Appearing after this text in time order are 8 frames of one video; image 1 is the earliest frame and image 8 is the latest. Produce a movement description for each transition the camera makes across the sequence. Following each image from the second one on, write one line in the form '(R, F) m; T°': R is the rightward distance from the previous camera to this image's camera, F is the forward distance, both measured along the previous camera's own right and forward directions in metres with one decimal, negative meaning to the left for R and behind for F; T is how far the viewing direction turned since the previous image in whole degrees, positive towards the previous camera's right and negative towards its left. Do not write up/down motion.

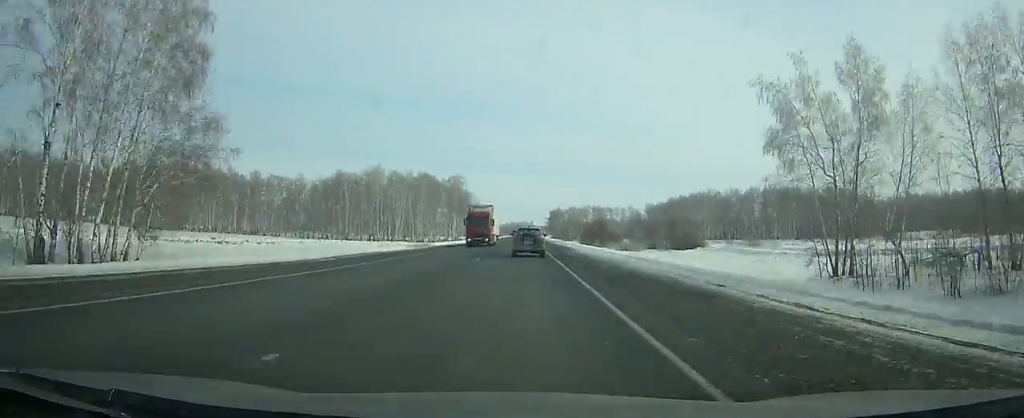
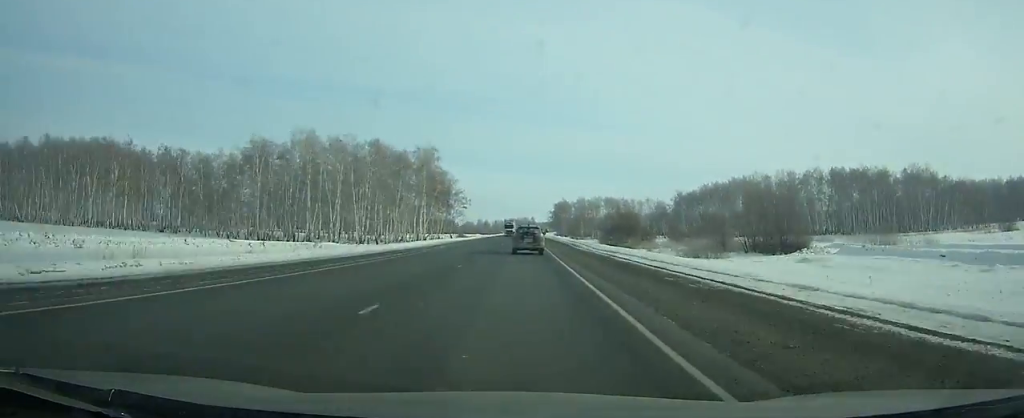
(-0.2, +55.2) m; 0°
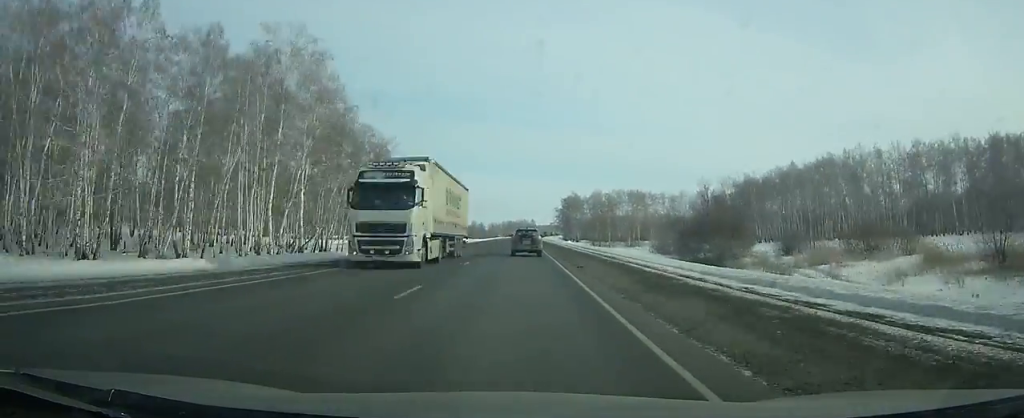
(0.0, +69.6) m; 0°
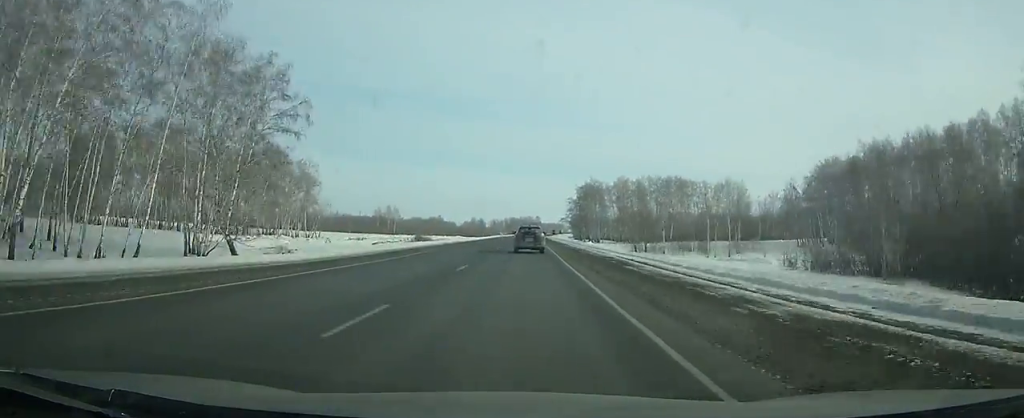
(0.0, +52.1) m; 0°
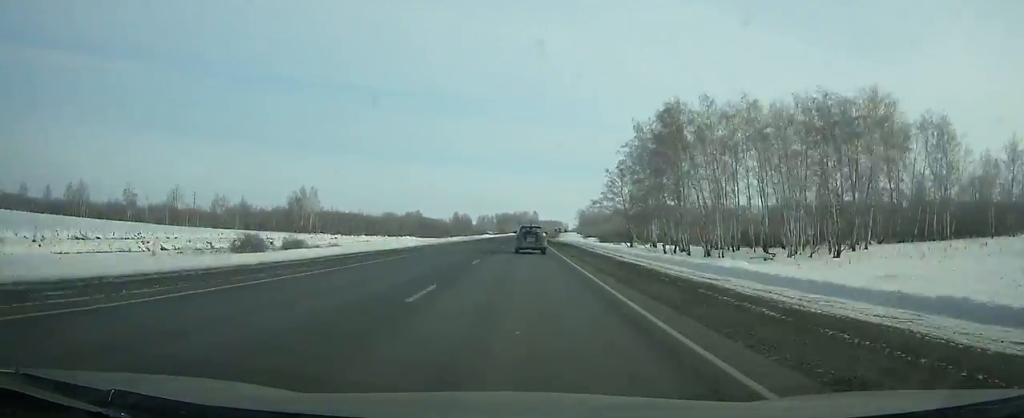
(+0.1, +103.2) m; 0°
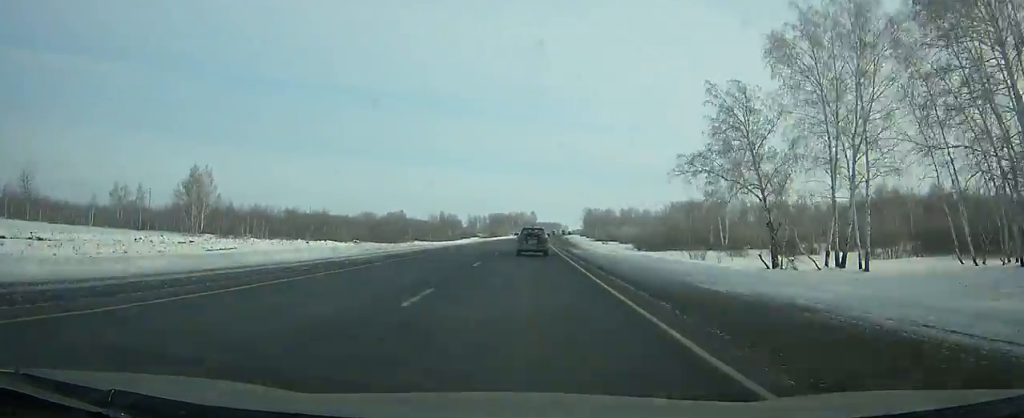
(+0.1, +59.5) m; +1°
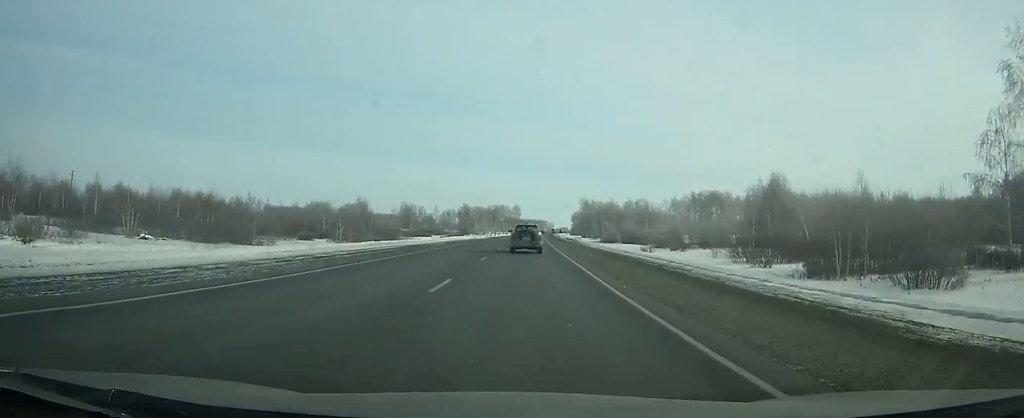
(+0.4, +69.9) m; +1°
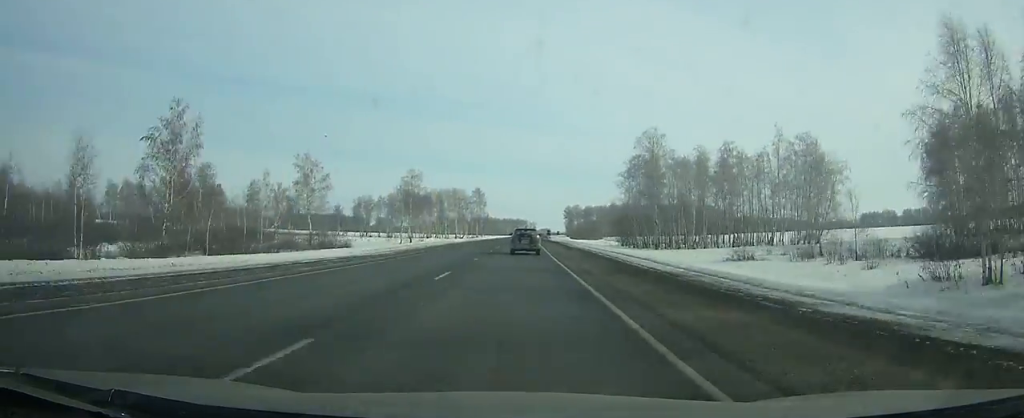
(+3.7, +174.7) m; +2°
